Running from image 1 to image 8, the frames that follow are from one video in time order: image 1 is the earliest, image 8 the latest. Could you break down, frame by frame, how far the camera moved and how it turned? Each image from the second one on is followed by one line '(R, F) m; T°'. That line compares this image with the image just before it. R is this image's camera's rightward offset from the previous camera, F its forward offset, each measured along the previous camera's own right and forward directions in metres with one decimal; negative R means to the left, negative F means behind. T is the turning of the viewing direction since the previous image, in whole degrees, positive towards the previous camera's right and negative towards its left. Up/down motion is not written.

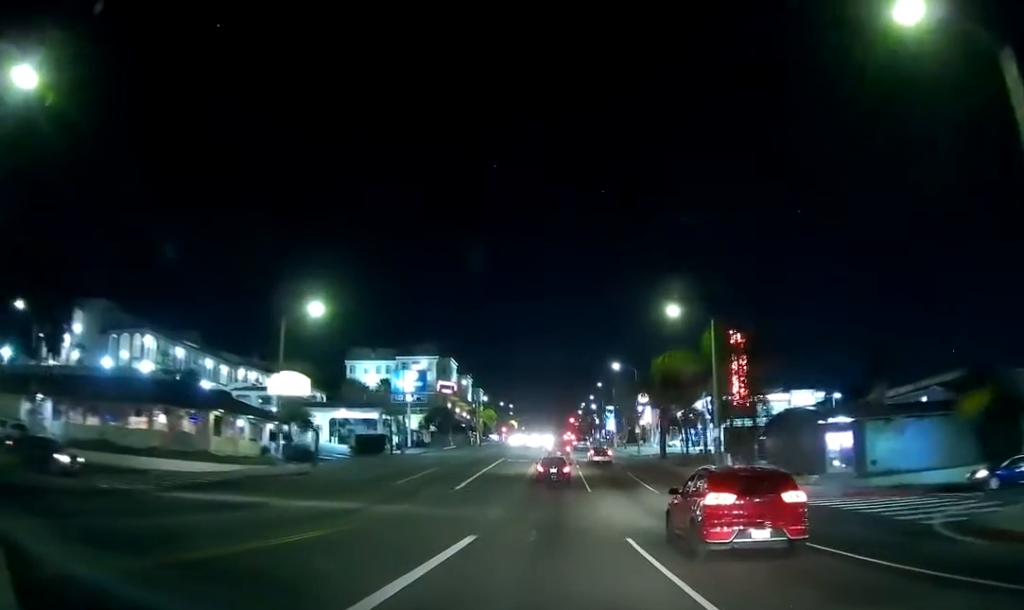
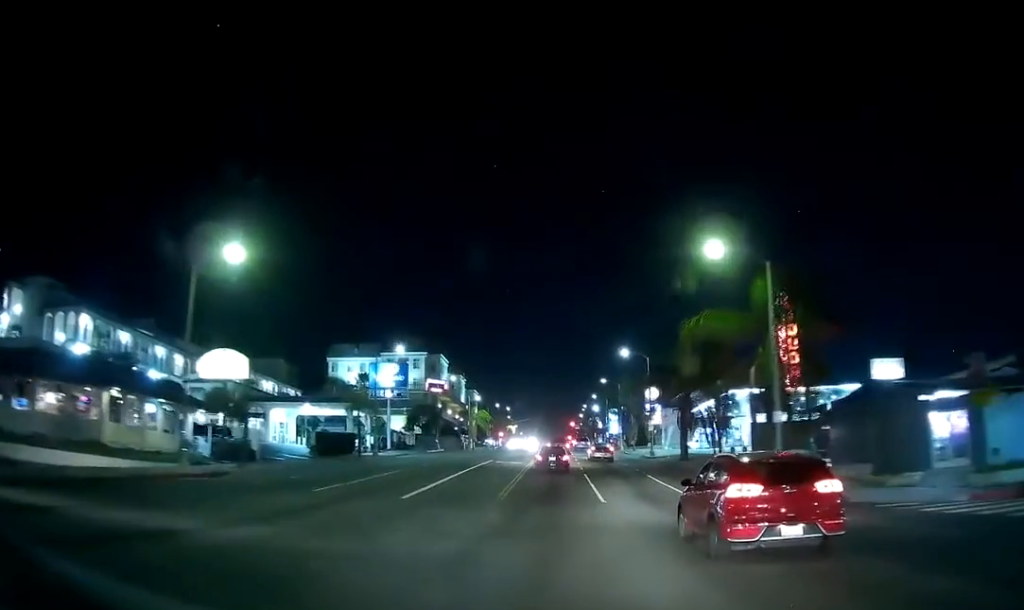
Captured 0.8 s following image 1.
(0.0, +12.7) m; 0°
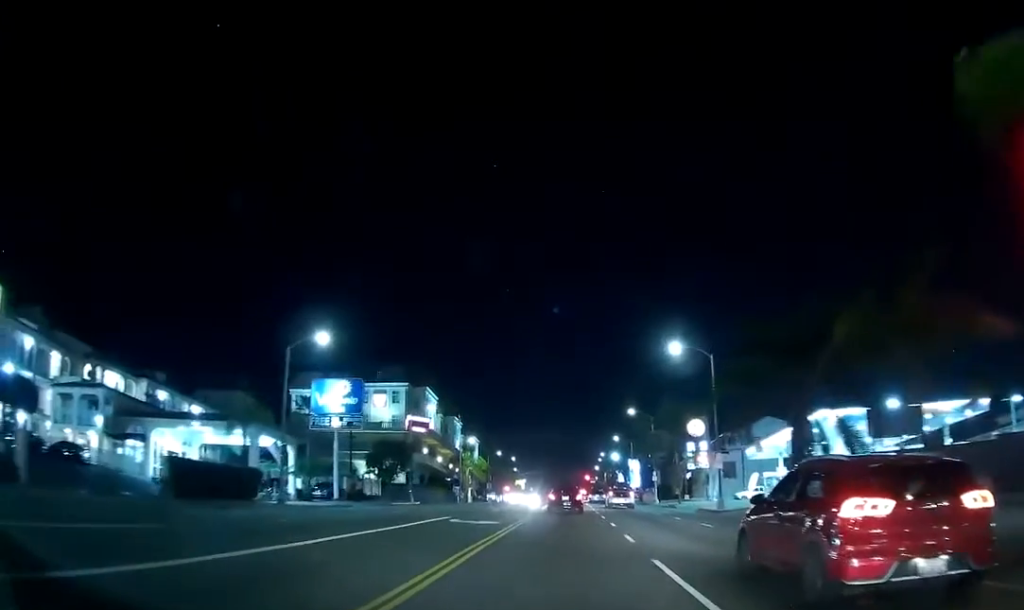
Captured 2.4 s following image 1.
(-0.1, +27.2) m; 0°
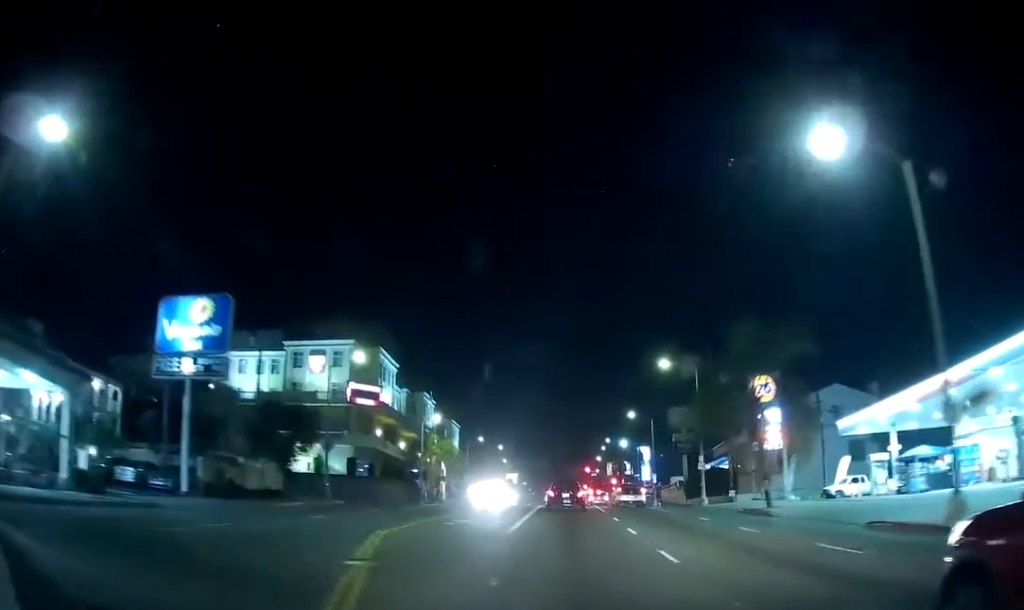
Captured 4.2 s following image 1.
(+0.1, +26.9) m; 0°
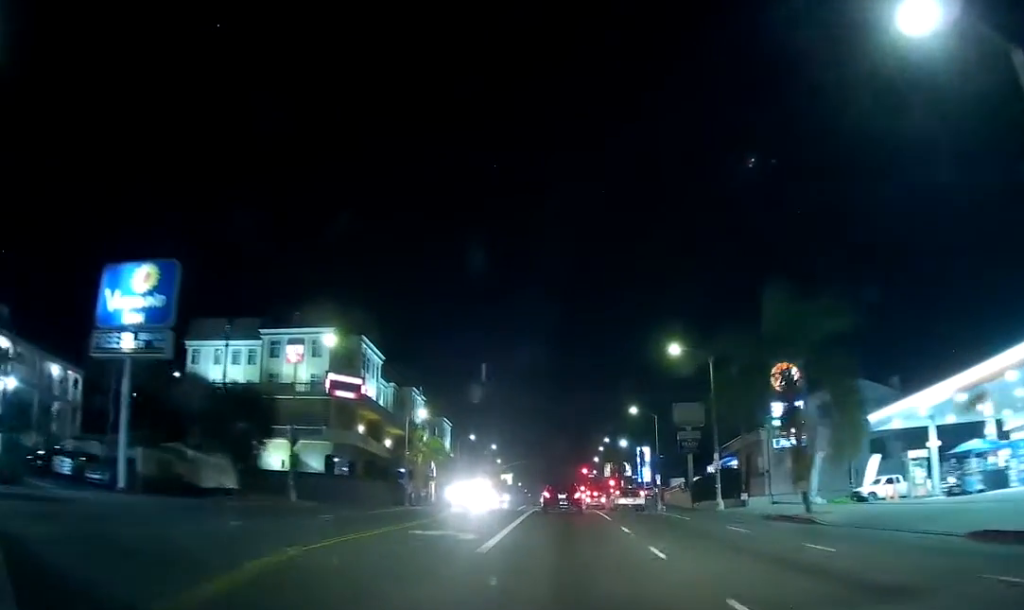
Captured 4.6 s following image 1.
(0.0, +6.3) m; 0°
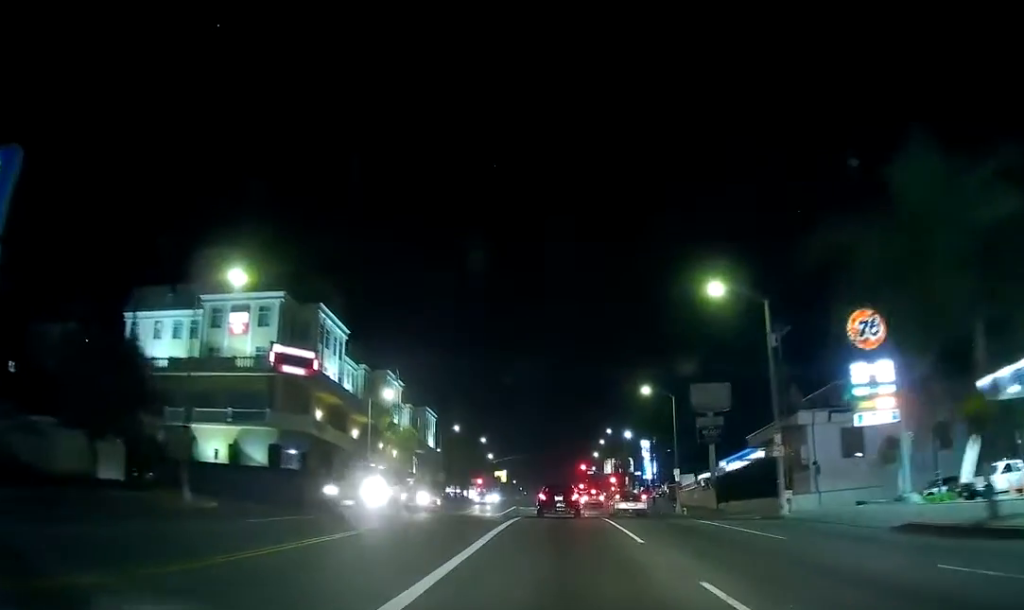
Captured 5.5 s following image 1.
(0.0, +12.7) m; 0°
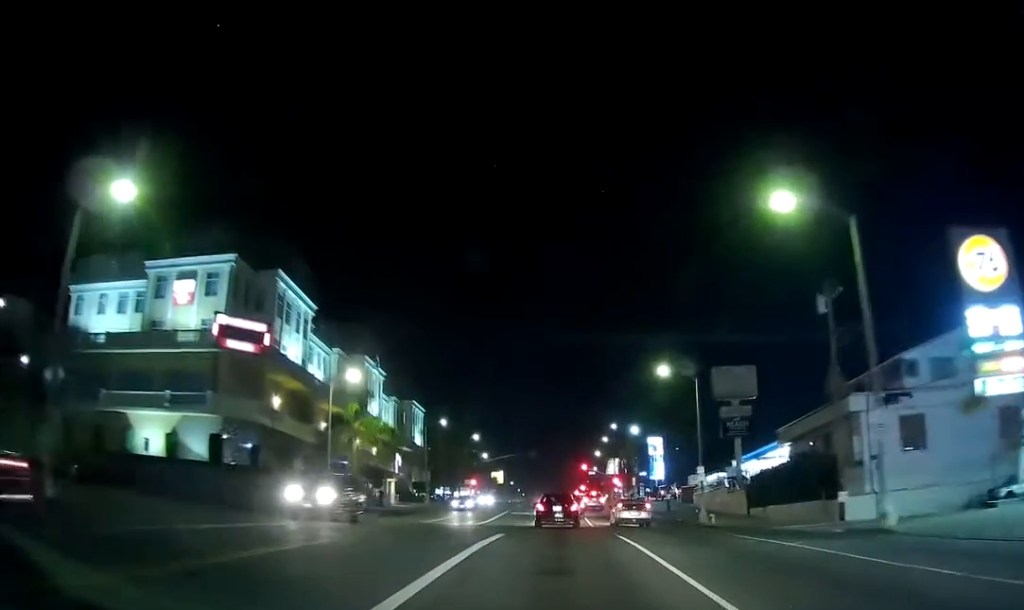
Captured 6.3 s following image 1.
(0.0, +10.5) m; 0°
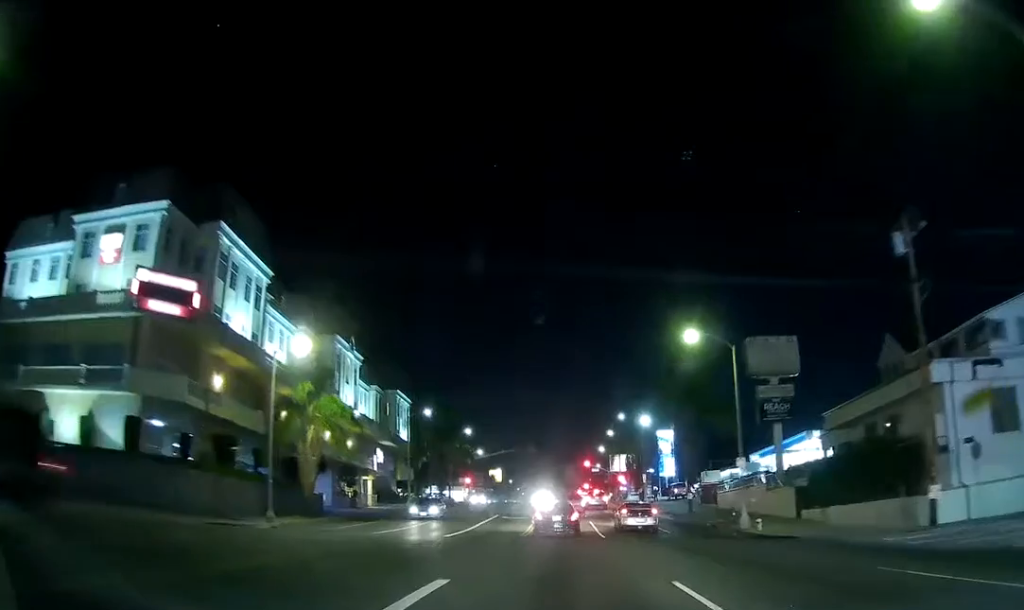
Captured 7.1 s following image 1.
(0.0, +10.8) m; 0°
